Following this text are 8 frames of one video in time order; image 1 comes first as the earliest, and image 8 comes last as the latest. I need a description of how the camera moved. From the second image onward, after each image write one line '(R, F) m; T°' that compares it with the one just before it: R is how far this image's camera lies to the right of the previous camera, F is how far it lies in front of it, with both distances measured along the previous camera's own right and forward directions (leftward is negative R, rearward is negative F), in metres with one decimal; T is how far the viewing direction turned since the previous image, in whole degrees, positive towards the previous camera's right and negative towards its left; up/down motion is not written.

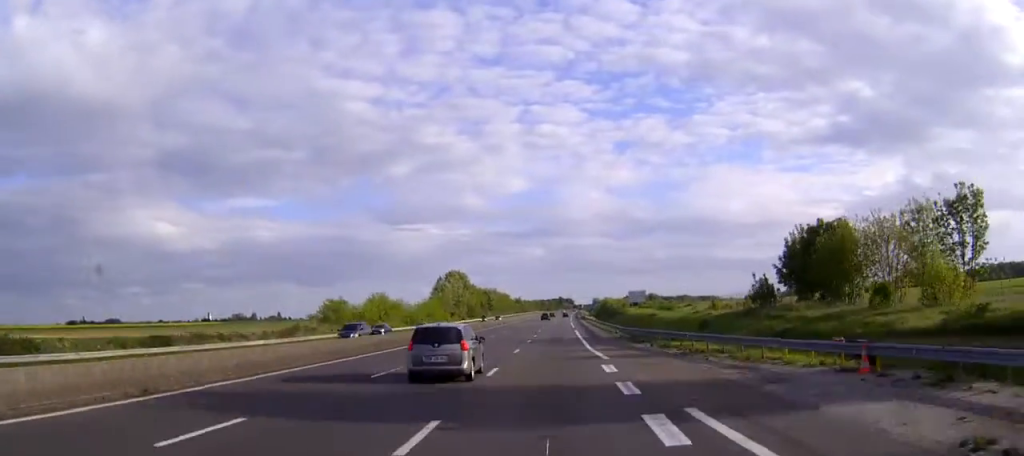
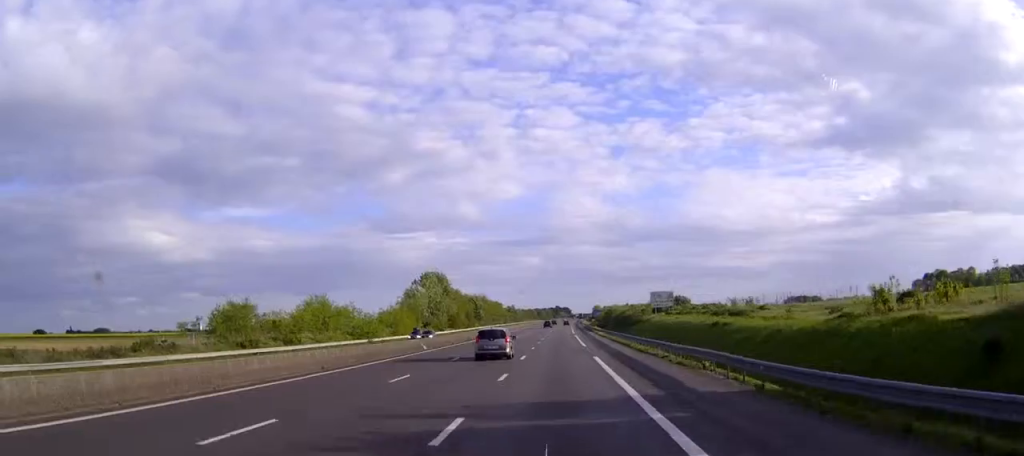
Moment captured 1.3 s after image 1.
(0.0, +37.6) m; 0°
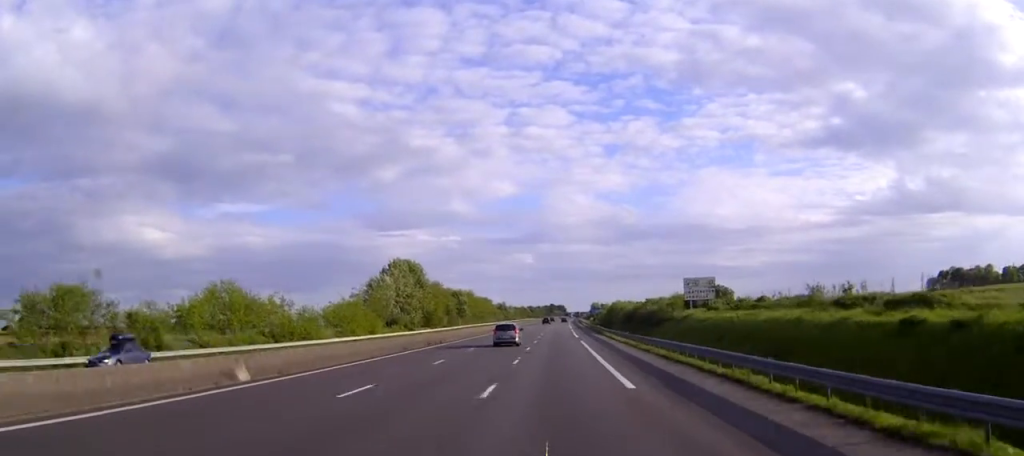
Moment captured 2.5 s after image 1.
(+0.1, +32.2) m; +1°
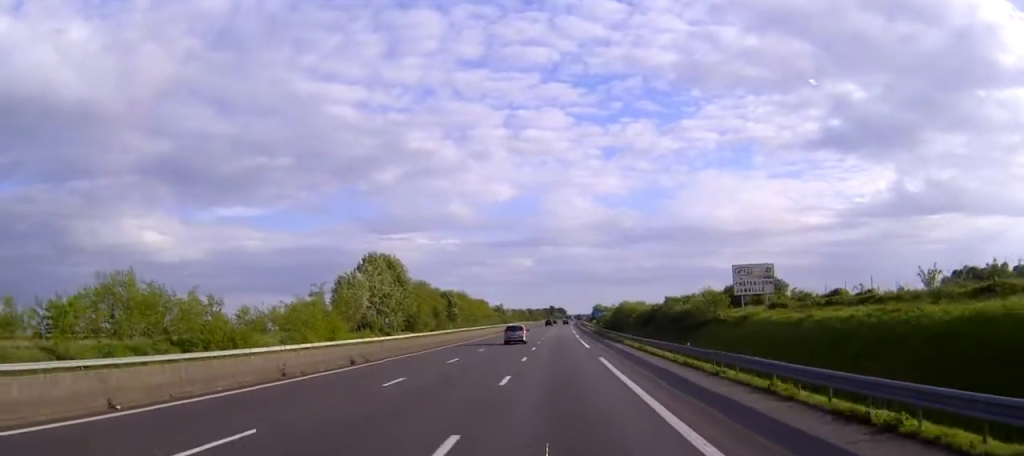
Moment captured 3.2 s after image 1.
(+0.2, +21.7) m; 0°
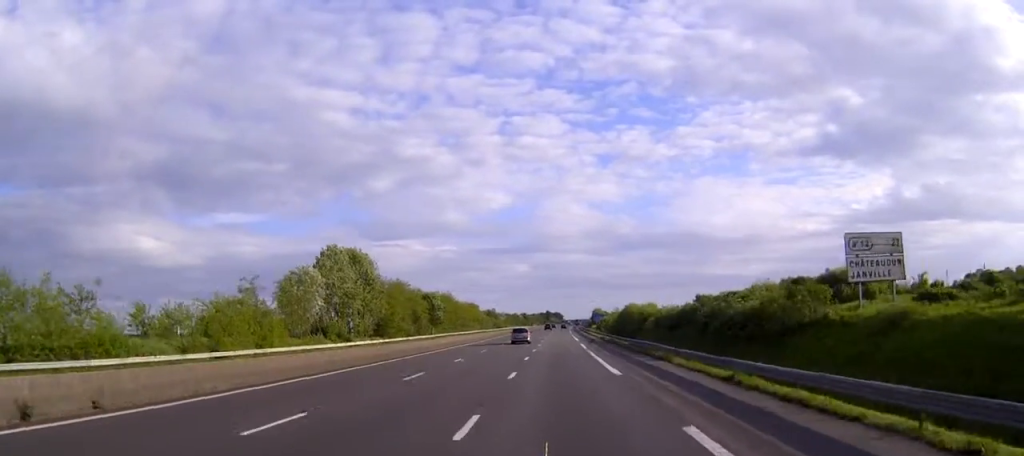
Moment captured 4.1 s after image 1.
(0.0, +23.6) m; 0°
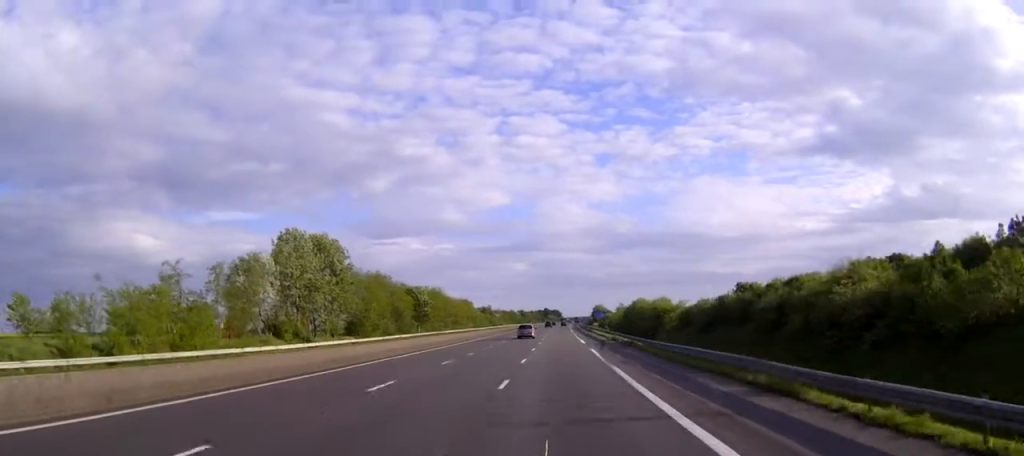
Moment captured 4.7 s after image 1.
(0.0, +18.0) m; 0°
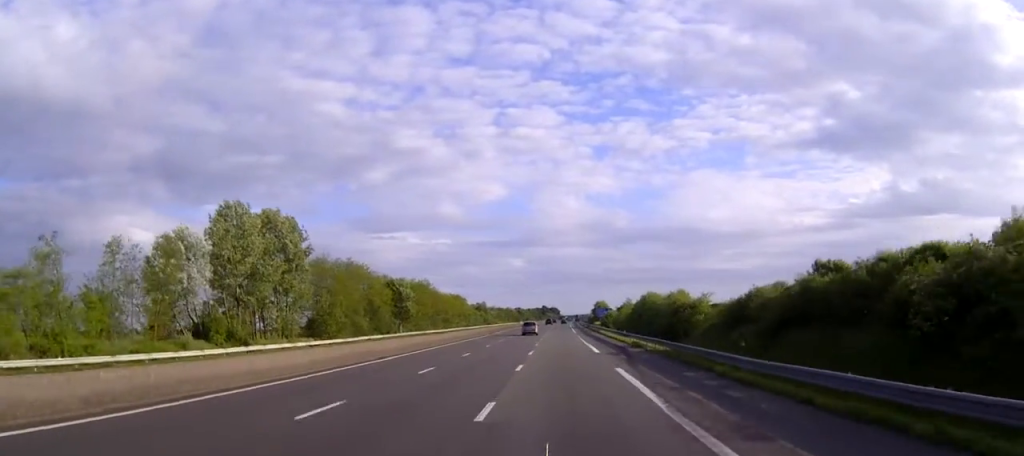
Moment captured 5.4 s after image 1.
(0.0, +19.0) m; 0°
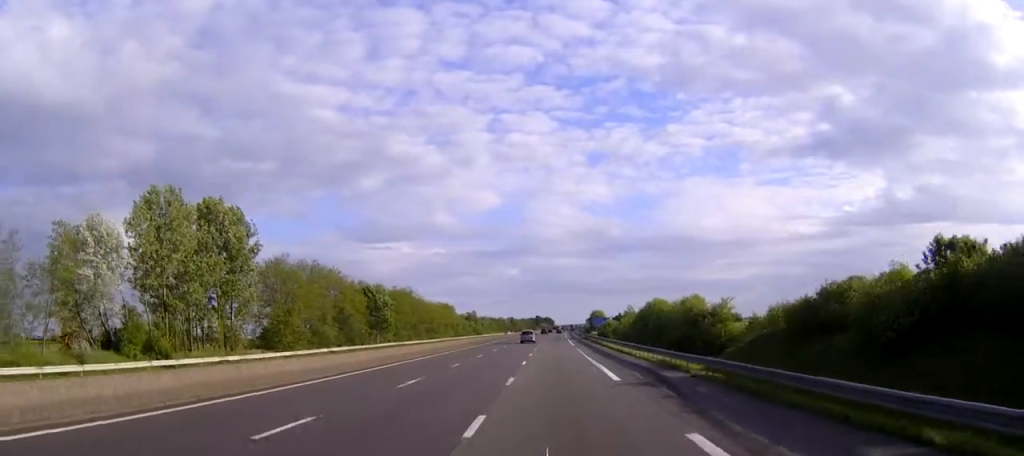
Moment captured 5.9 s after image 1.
(+0.1, +15.2) m; 0°
